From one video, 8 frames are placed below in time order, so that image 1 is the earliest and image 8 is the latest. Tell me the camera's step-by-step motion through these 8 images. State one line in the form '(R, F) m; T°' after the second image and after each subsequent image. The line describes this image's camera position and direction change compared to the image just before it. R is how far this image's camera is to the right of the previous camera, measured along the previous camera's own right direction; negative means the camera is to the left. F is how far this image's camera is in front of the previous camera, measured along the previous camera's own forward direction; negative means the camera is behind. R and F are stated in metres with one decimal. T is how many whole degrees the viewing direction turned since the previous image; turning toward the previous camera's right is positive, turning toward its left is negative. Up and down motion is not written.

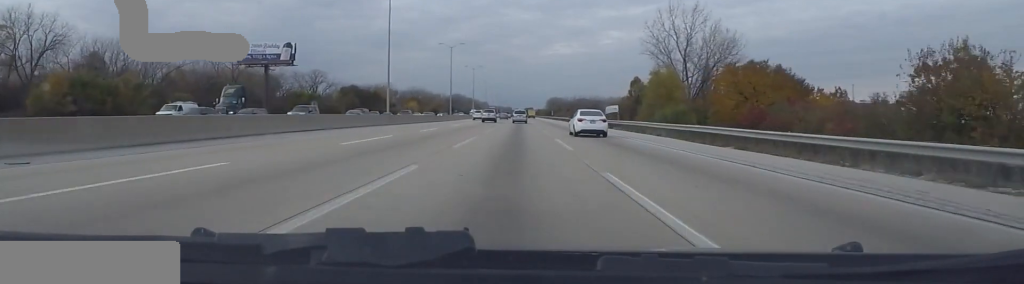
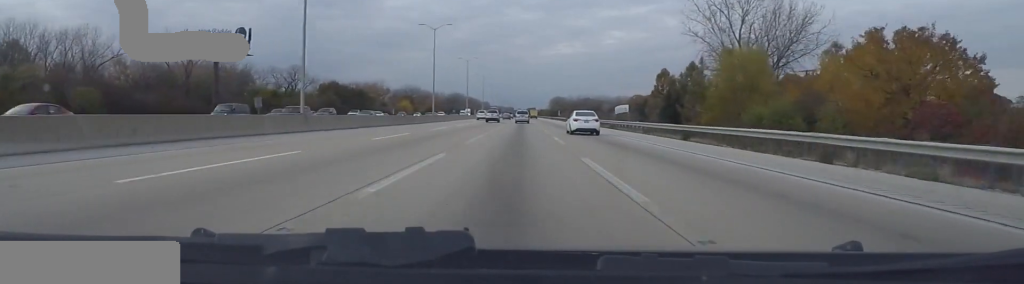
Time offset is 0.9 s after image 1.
(+0.4, +27.8) m; +1°
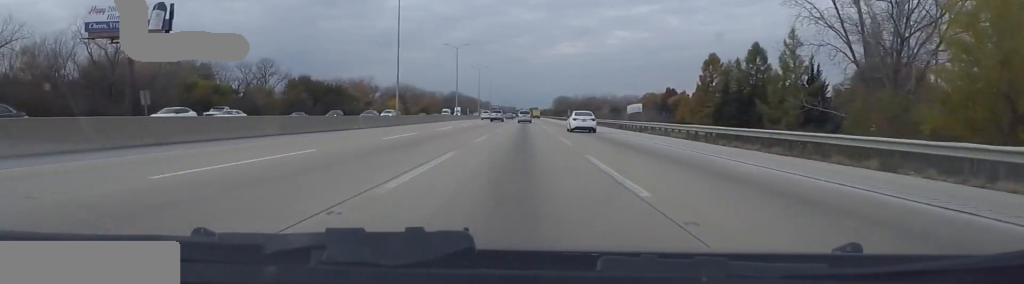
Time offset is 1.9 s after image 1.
(0.0, +31.7) m; -1°
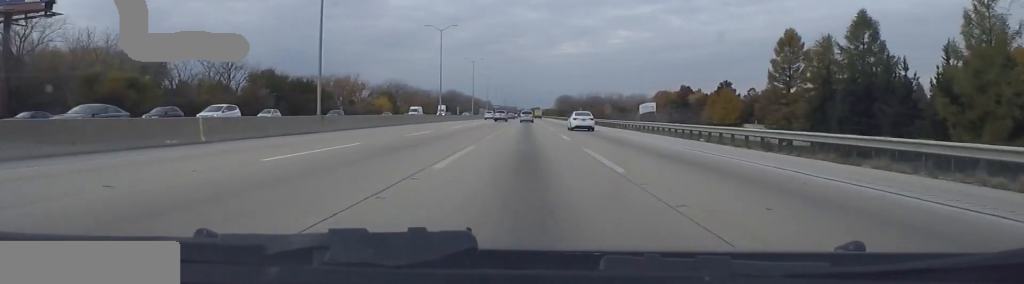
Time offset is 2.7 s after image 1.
(-0.7, +29.0) m; 0°
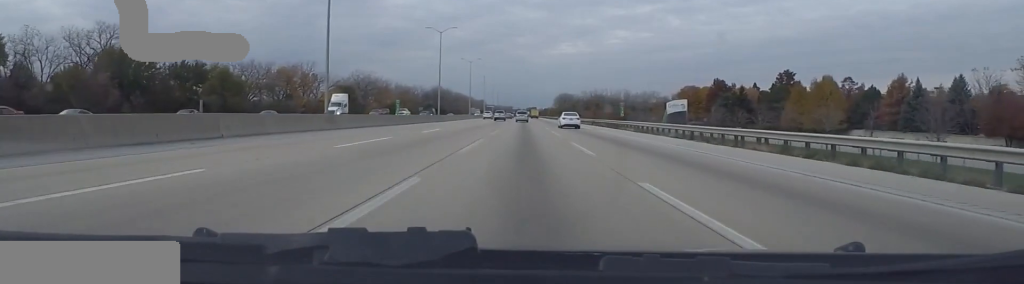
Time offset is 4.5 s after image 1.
(+1.2, +55.1) m; 0°
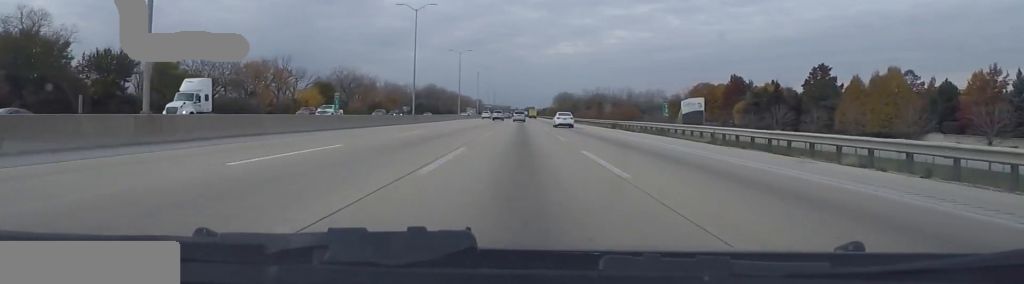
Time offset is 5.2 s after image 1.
(-0.3, +19.6) m; -1°
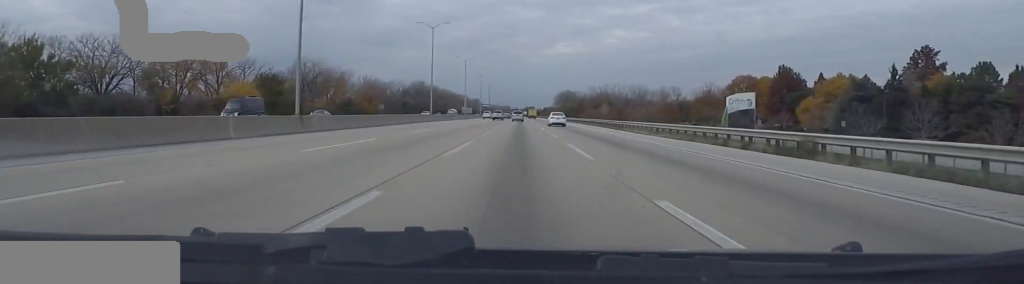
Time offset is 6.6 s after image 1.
(0.0, +39.0) m; +1°
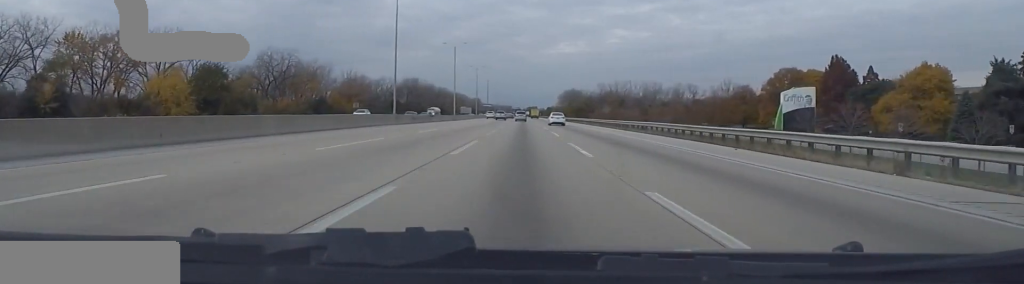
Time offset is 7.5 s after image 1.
(+0.5, +29.1) m; 0°
